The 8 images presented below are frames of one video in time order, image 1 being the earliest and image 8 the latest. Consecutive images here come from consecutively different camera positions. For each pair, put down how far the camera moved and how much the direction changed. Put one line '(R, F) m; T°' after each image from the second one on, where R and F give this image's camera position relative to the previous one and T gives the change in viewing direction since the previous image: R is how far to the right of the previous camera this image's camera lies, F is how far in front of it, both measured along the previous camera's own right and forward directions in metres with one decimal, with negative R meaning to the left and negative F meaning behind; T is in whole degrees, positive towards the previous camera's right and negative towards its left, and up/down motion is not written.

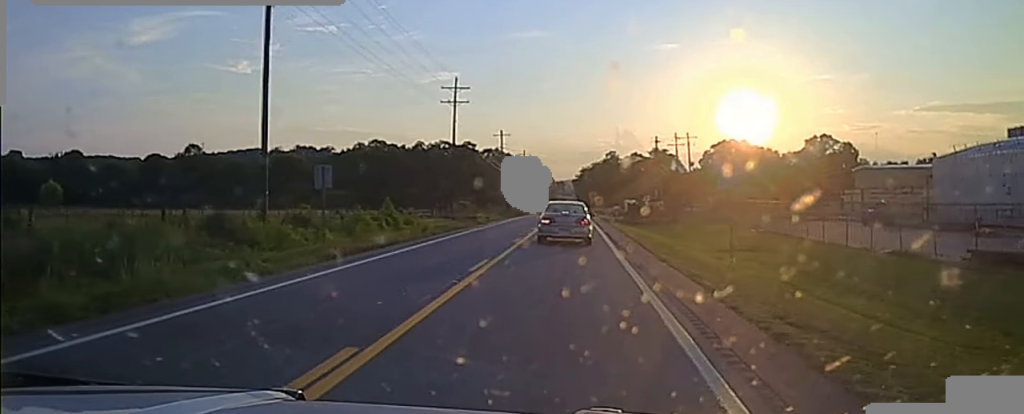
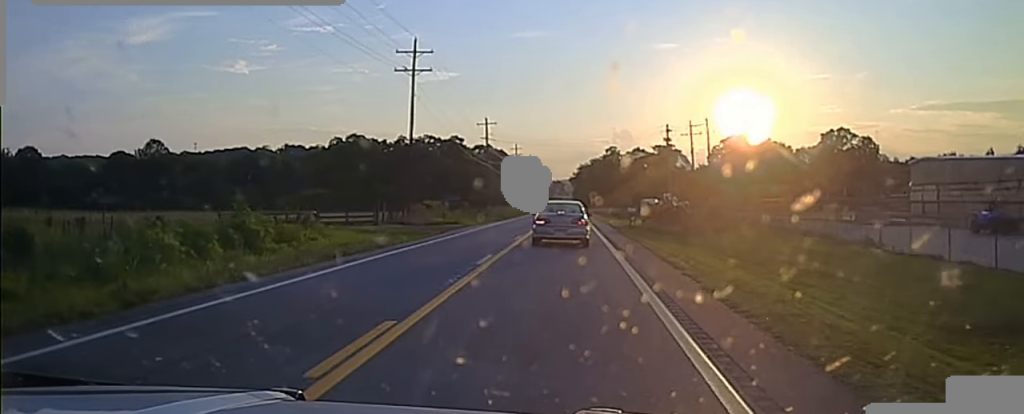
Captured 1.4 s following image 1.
(0.0, +21.6) m; 0°
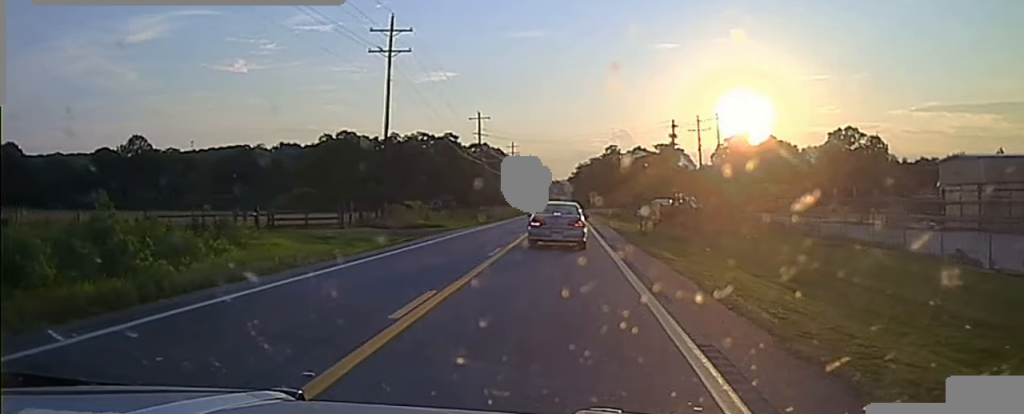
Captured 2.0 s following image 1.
(0.0, +9.5) m; 0°
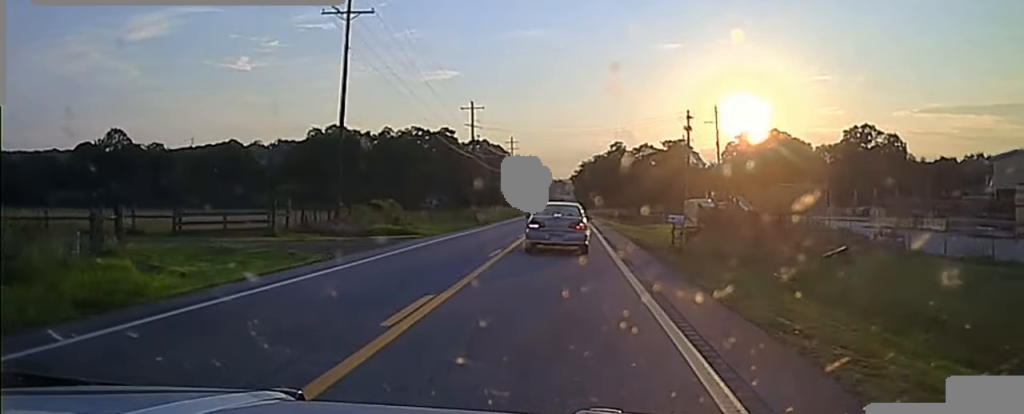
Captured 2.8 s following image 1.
(0.0, +11.7) m; 0°
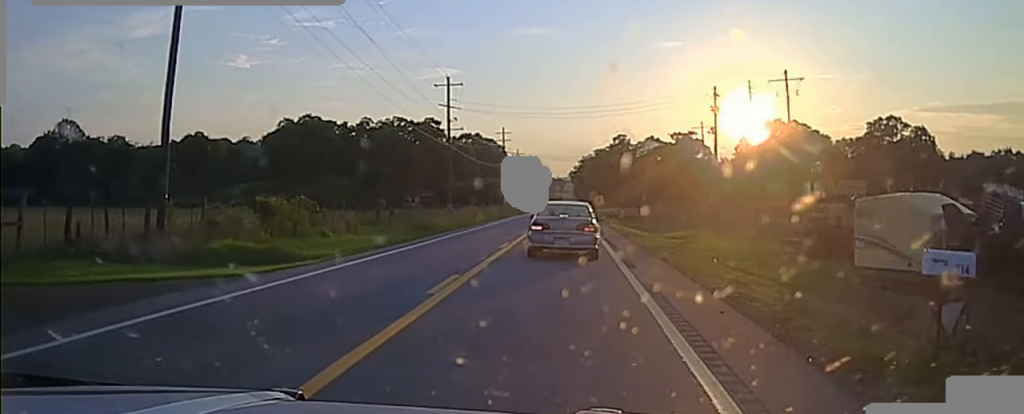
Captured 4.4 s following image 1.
(+0.1, +21.1) m; 0°
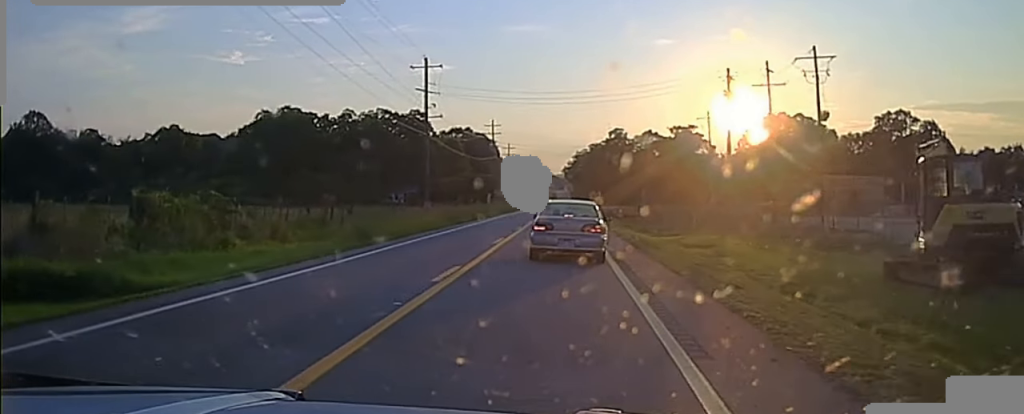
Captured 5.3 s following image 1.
(0.0, +9.7) m; 0°
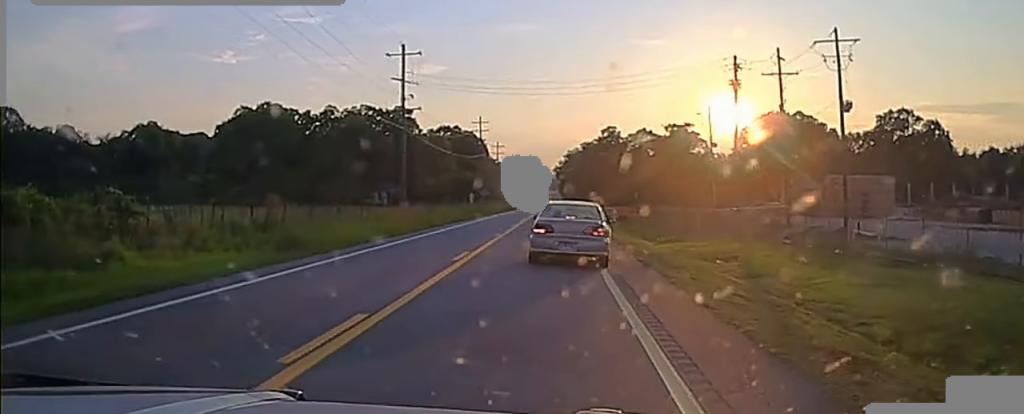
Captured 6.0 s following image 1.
(0.0, +6.7) m; 0°
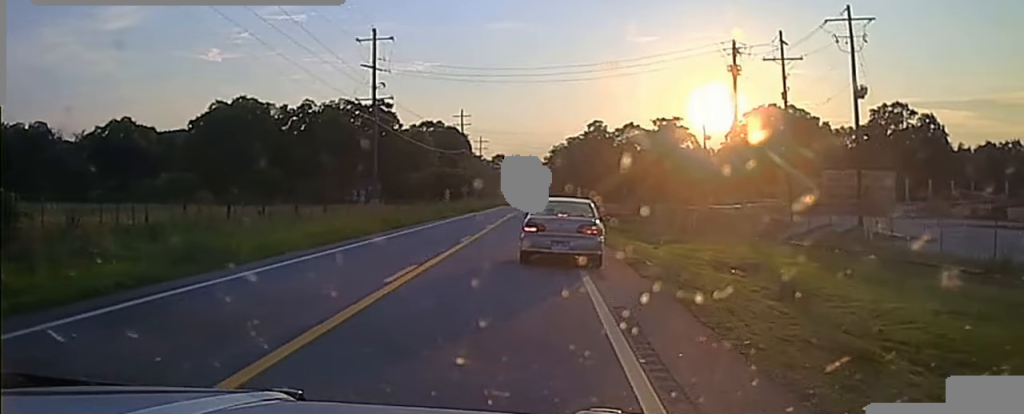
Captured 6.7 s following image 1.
(0.0, +6.1) m; 0°
